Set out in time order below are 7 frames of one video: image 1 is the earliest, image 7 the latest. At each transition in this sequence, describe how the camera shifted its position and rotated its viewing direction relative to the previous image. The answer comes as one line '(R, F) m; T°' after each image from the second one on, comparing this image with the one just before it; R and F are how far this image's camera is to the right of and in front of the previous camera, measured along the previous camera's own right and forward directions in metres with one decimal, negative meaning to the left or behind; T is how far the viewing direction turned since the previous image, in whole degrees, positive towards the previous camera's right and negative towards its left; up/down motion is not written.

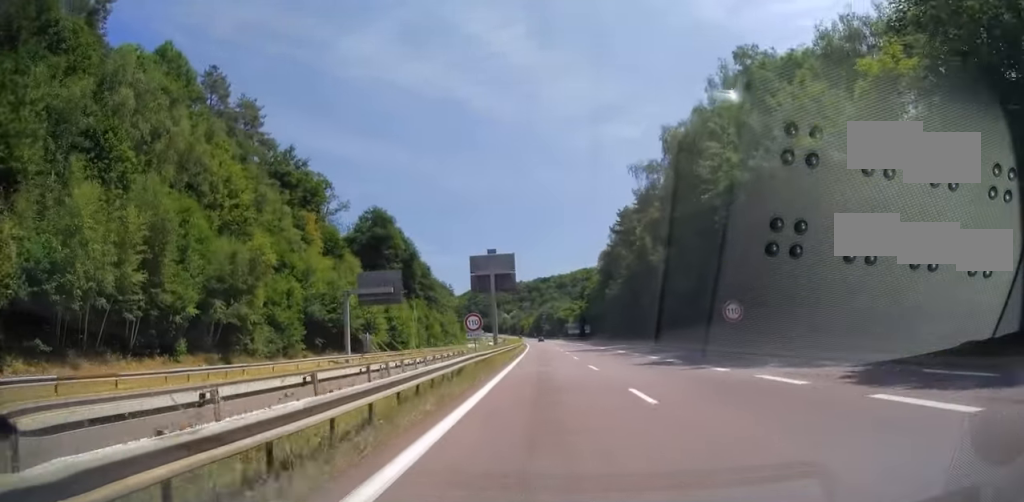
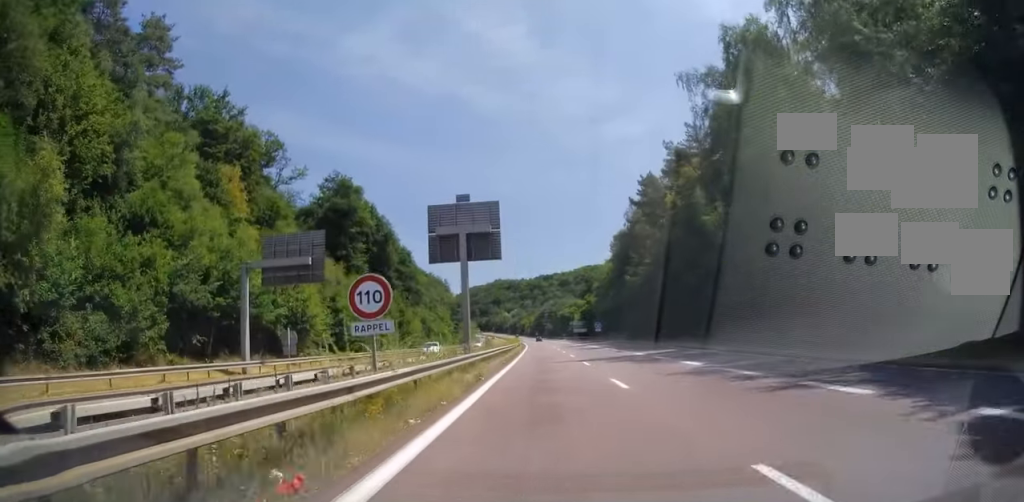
(0.0, +21.1) m; 0°
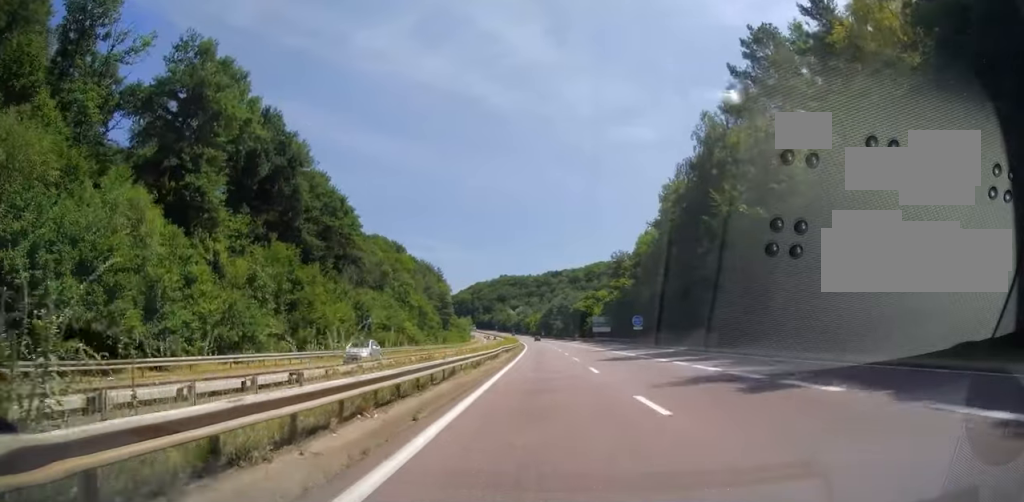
(-0.5, +41.3) m; 0°
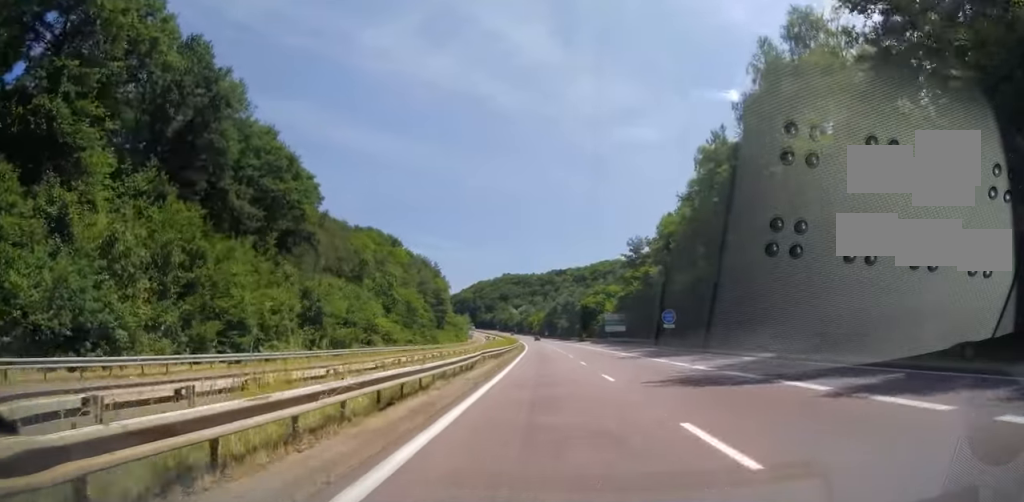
(+0.1, +16.2) m; 0°
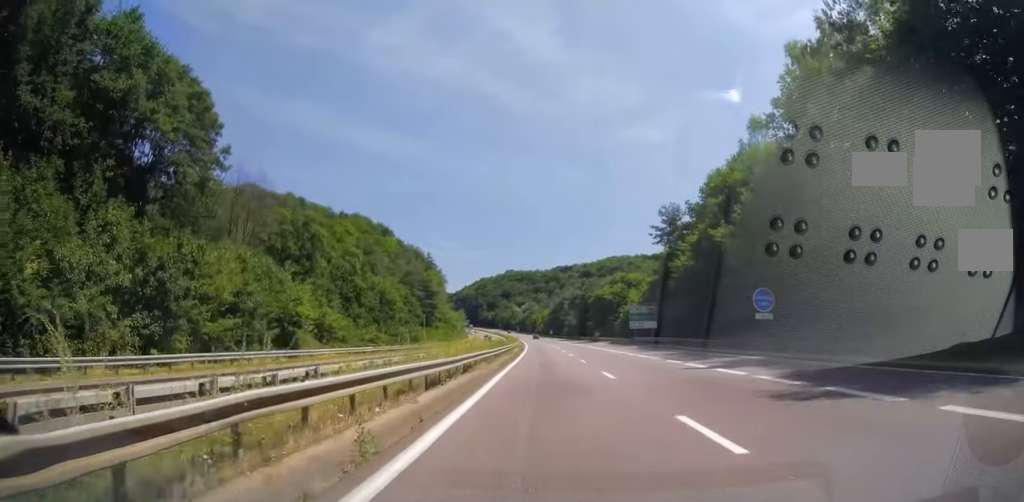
(+0.2, +23.6) m; 0°
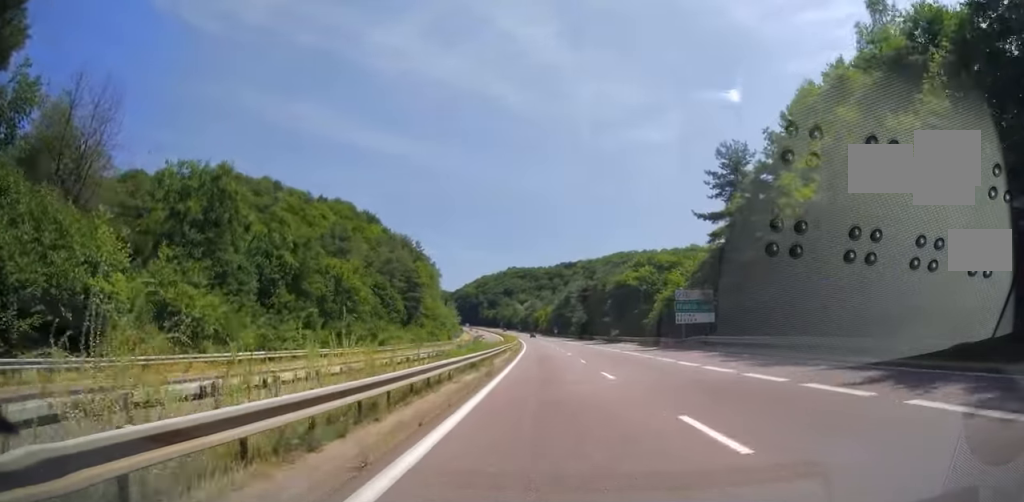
(-0.3, +24.1) m; -1°
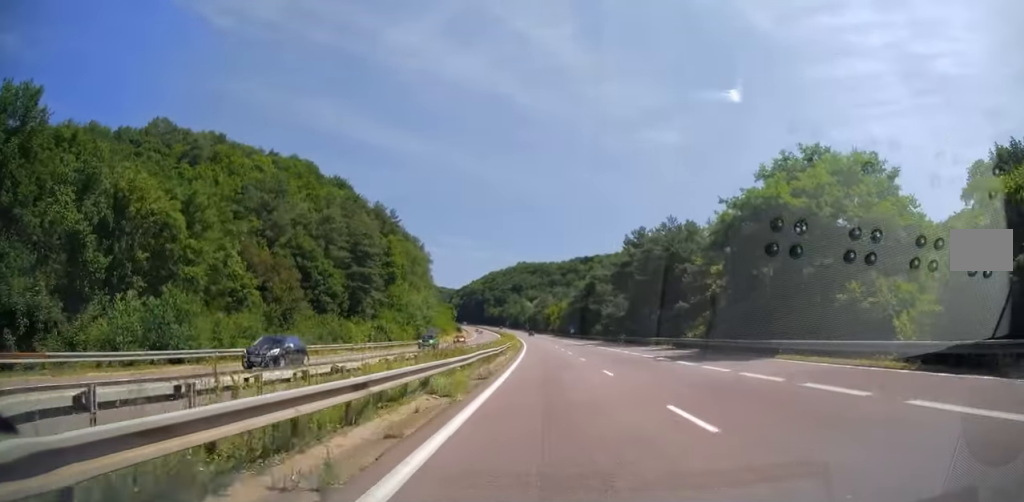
(-0.5, +46.7) m; -1°
